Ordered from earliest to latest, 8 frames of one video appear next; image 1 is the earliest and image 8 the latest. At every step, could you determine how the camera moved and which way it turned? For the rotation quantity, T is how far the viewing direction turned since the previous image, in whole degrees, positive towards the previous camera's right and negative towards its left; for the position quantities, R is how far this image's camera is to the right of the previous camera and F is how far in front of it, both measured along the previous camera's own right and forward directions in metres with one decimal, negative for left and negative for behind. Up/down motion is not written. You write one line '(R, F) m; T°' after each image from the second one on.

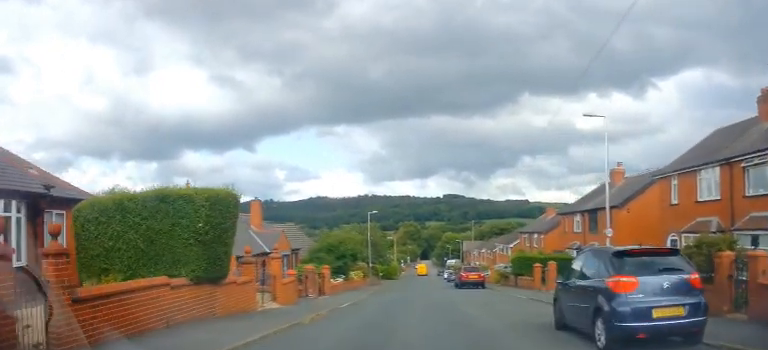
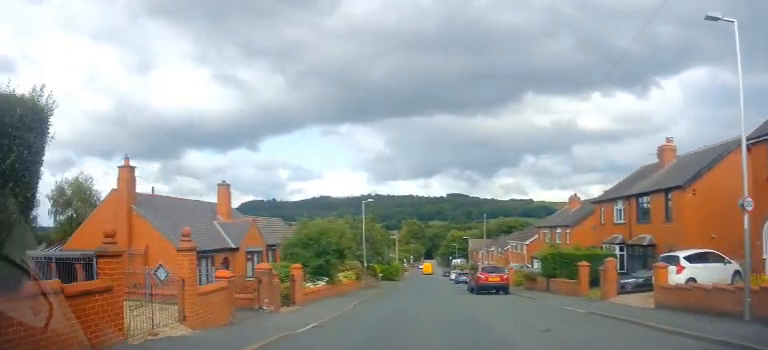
(0.0, +7.1) m; 0°
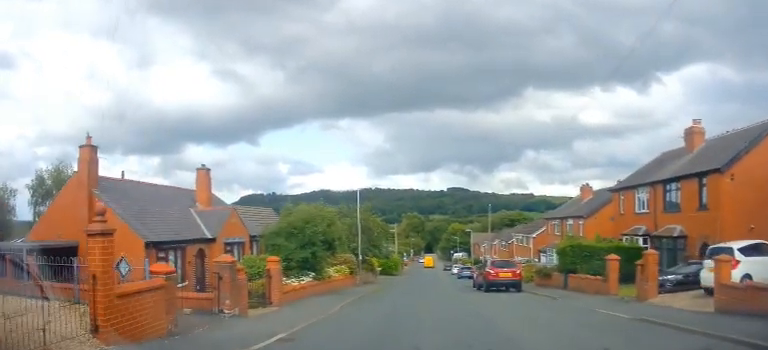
(0.0, +3.1) m; 0°
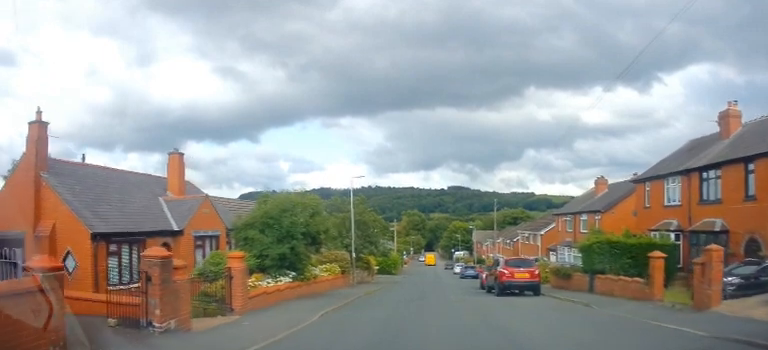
(0.0, +3.4) m; 0°
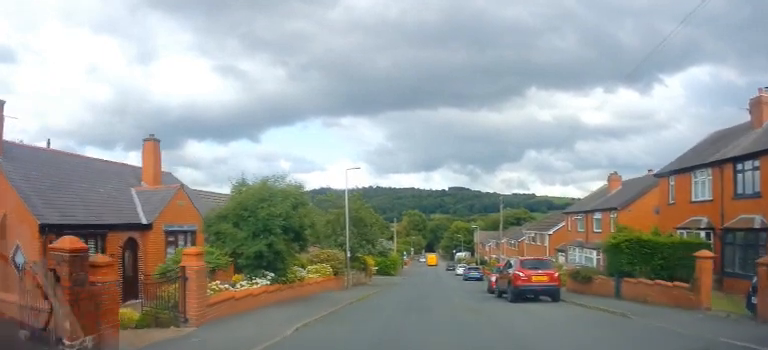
(0.0, +2.6) m; 0°
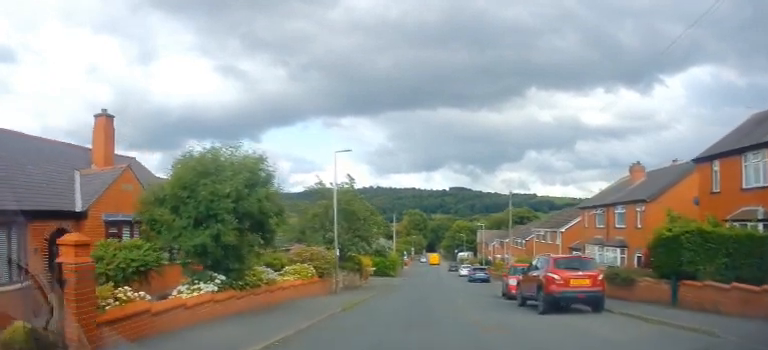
(0.0, +4.0) m; -3°
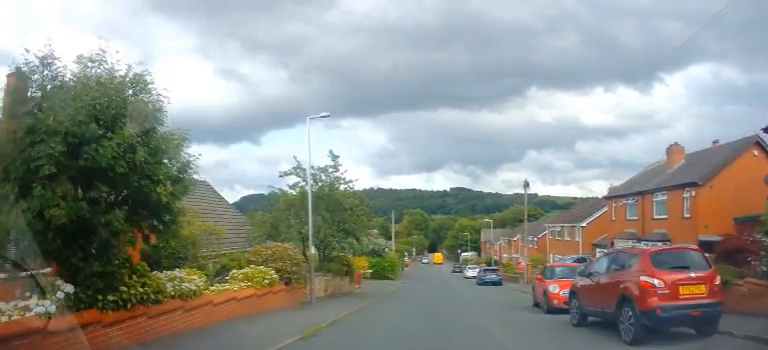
(-0.3, +5.4) m; -3°
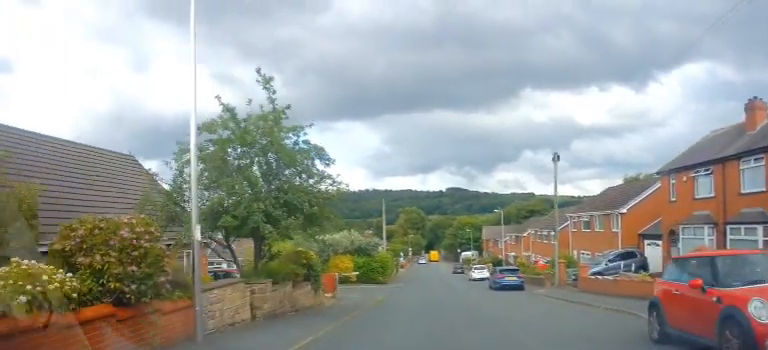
(+0.4, +8.3) m; +6°
